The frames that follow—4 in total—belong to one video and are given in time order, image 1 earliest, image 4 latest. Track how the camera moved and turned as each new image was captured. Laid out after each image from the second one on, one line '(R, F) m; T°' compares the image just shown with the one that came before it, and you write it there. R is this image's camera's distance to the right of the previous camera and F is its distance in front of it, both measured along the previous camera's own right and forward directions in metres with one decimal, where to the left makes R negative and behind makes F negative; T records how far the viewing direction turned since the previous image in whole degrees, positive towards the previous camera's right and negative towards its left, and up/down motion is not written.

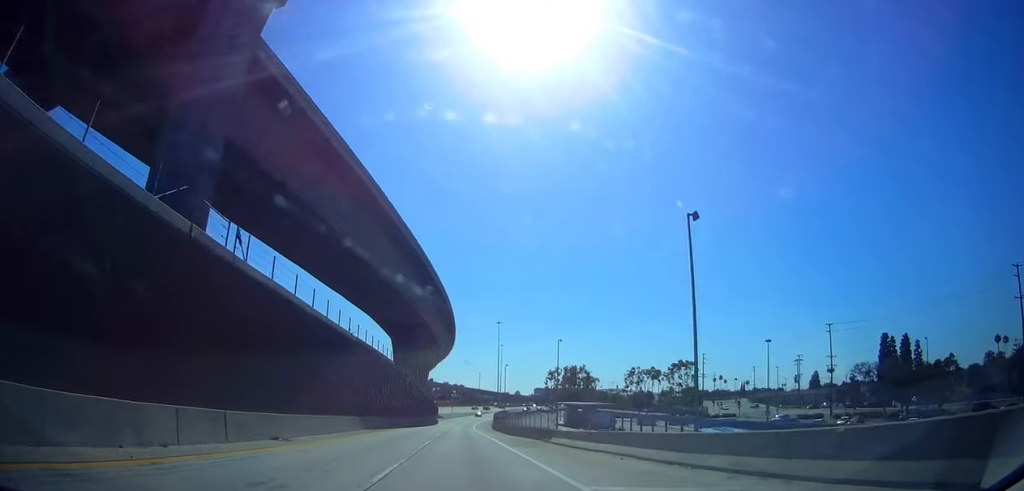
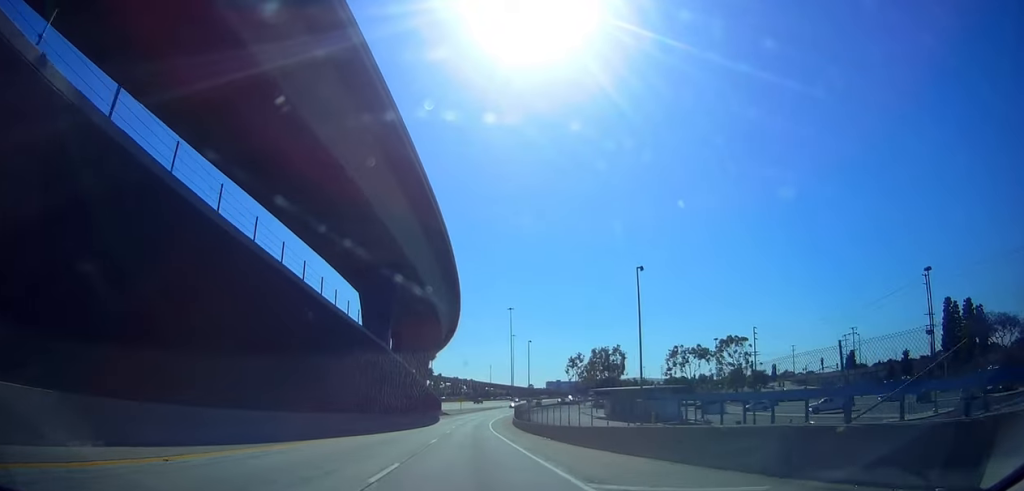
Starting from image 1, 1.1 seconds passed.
(-1.6, +29.5) m; -2°
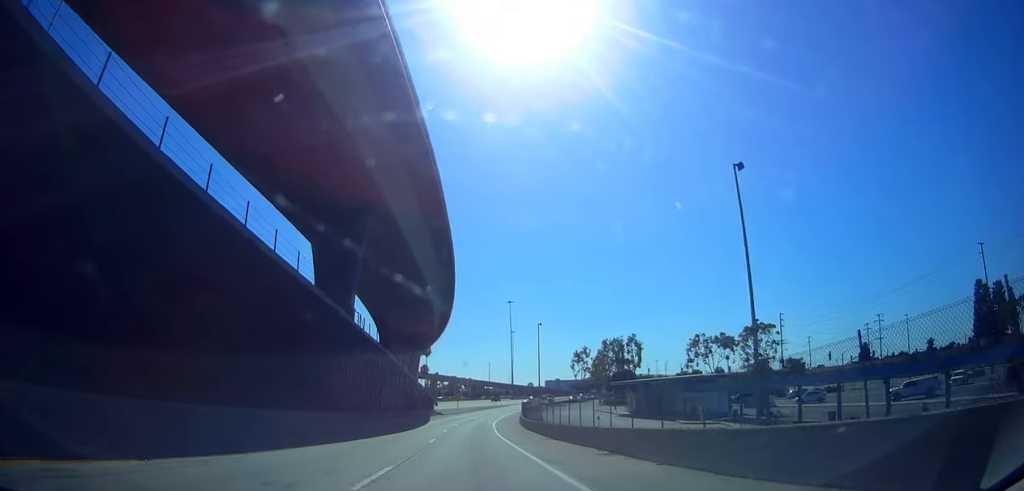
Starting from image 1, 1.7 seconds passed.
(+0.5, +15.8) m; 0°
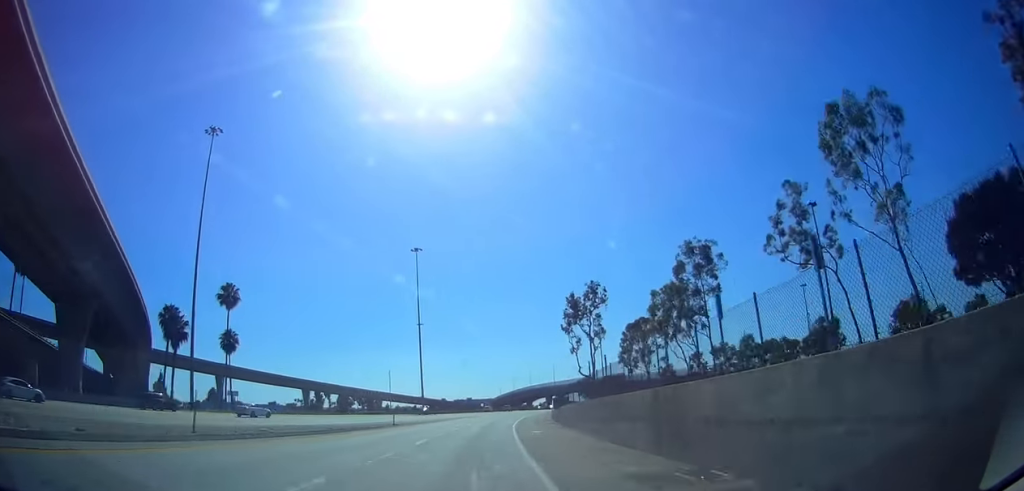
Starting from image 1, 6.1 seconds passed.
(+0.9, +119.3) m; +2°
